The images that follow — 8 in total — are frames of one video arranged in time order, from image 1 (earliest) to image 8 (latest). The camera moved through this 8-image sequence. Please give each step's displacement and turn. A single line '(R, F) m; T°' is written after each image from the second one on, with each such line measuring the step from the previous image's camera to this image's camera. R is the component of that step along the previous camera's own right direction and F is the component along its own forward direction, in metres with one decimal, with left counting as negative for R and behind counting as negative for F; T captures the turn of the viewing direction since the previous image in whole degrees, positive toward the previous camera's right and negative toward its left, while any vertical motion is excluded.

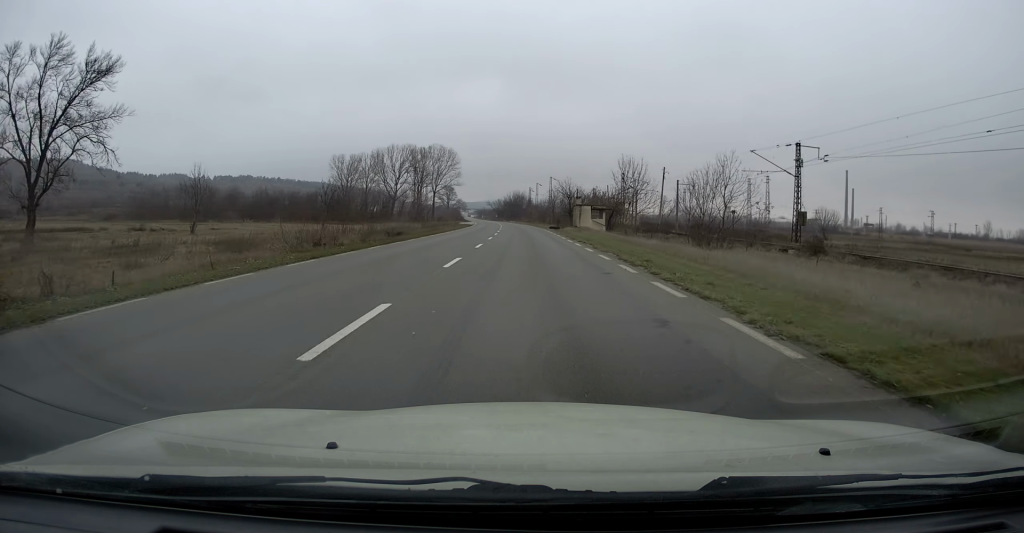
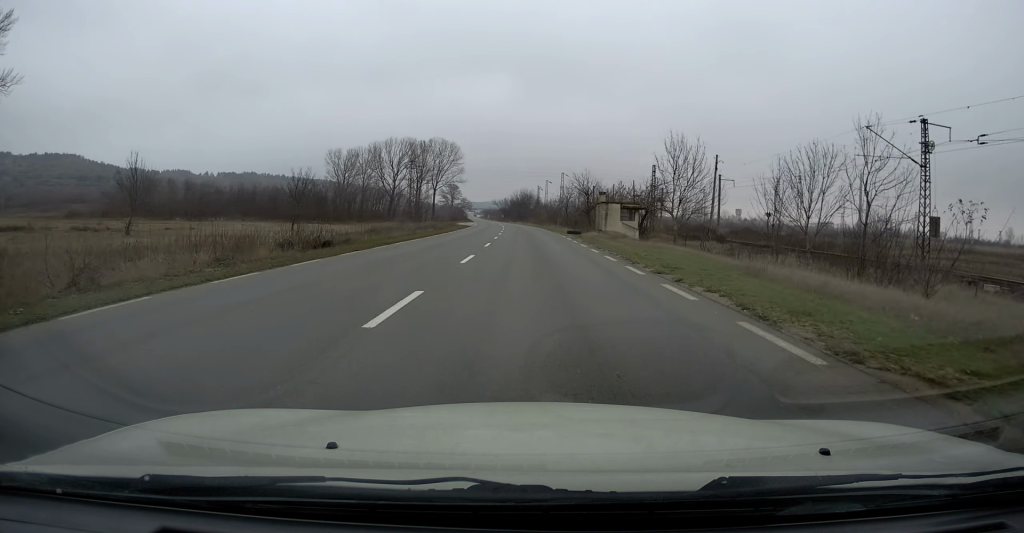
(+0.1, +17.0) m; 0°
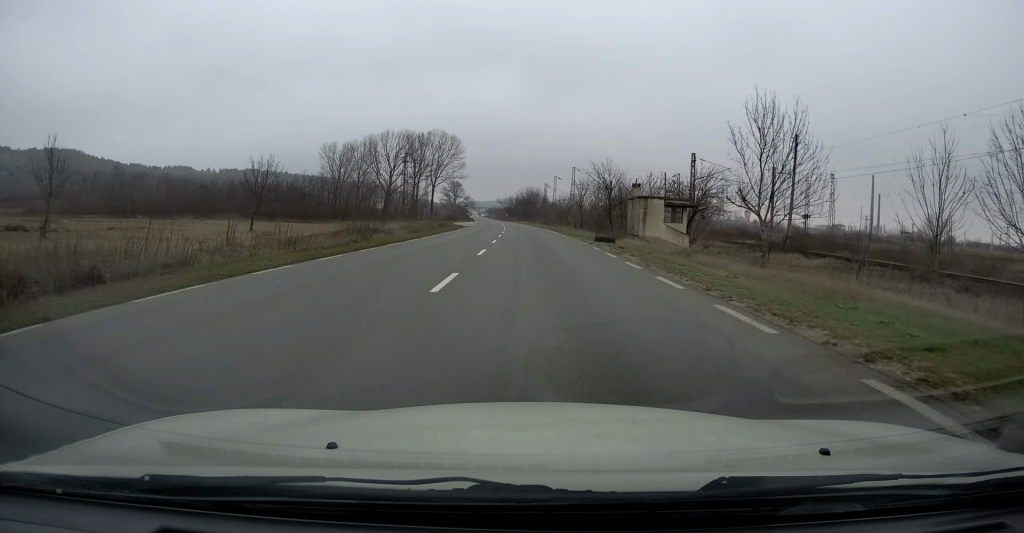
(0.0, +15.8) m; -1°
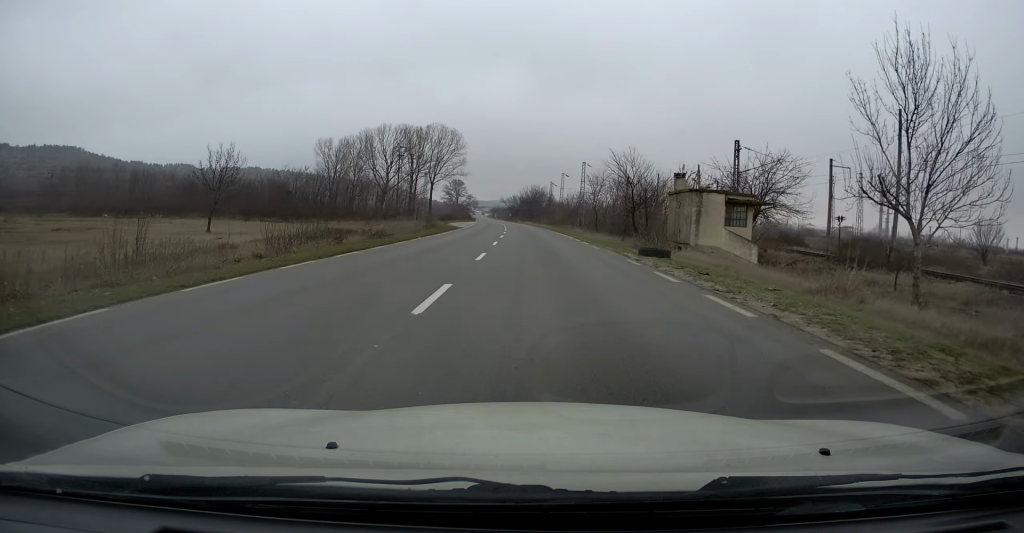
(-0.2, +12.1) m; -1°
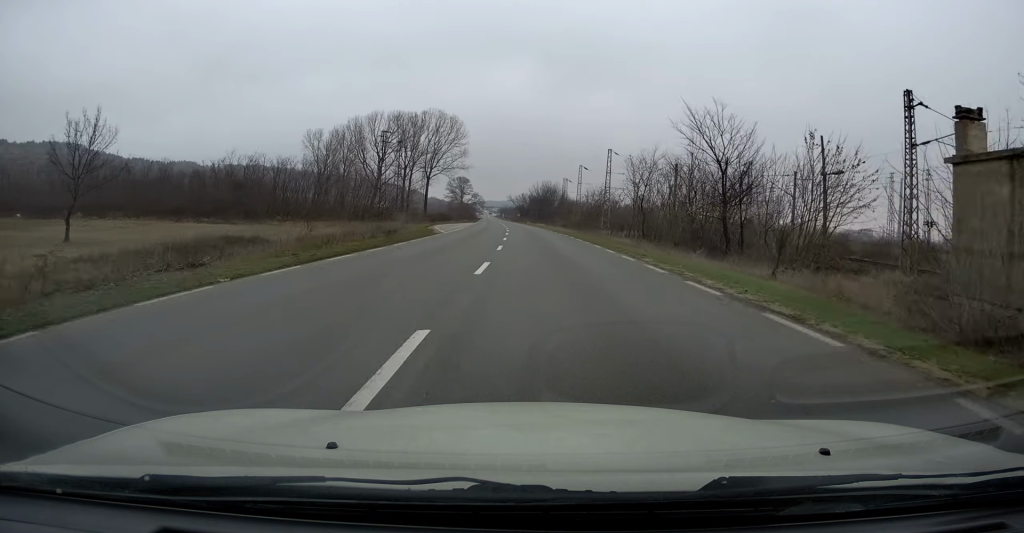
(-0.2, +22.6) m; -1°
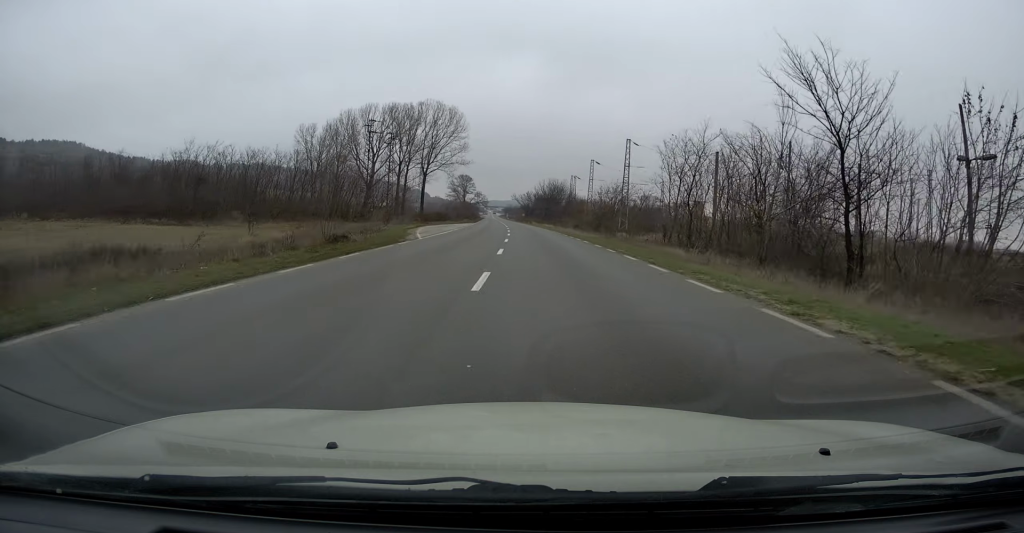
(0.0, +10.8) m; 0°
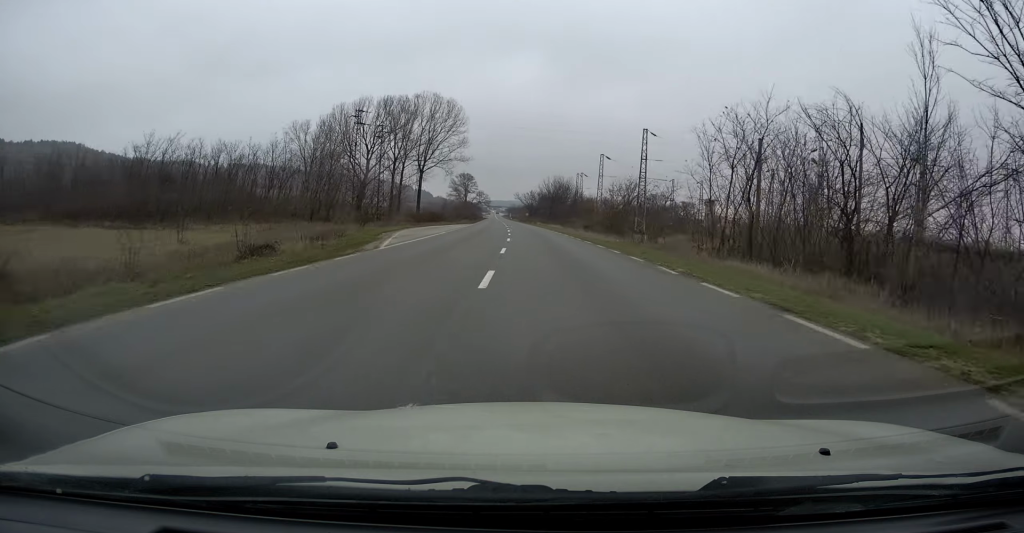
(0.0, +8.1) m; 0°
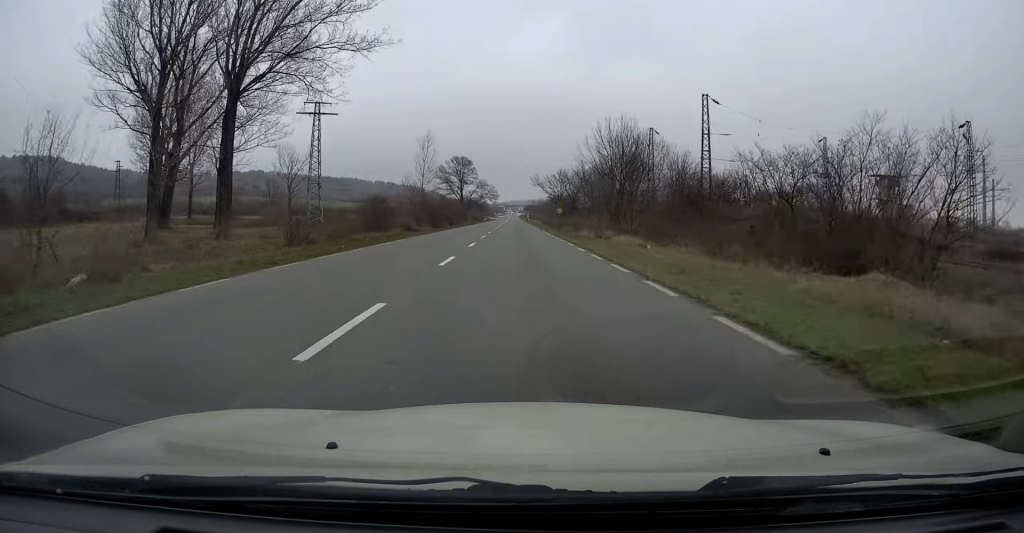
(-1.7, +87.6) m; -2°
